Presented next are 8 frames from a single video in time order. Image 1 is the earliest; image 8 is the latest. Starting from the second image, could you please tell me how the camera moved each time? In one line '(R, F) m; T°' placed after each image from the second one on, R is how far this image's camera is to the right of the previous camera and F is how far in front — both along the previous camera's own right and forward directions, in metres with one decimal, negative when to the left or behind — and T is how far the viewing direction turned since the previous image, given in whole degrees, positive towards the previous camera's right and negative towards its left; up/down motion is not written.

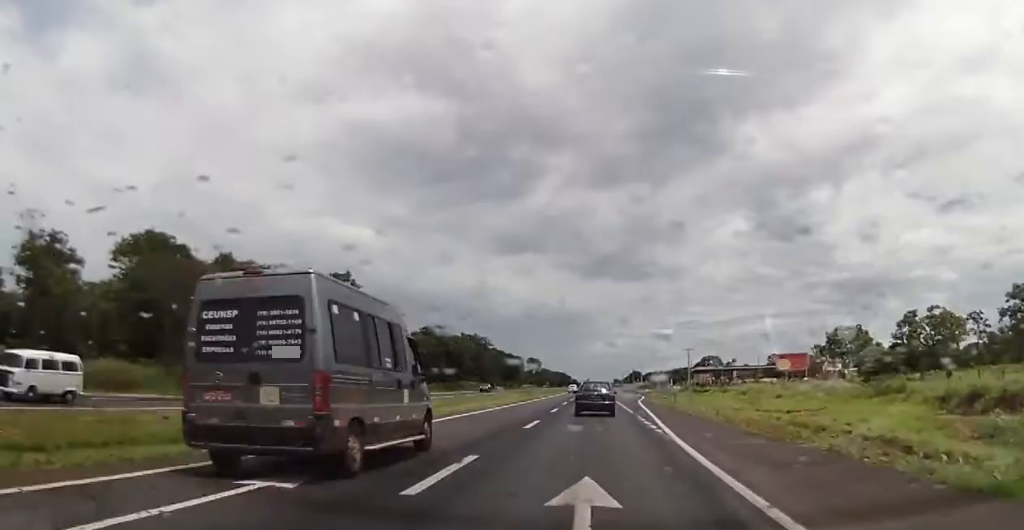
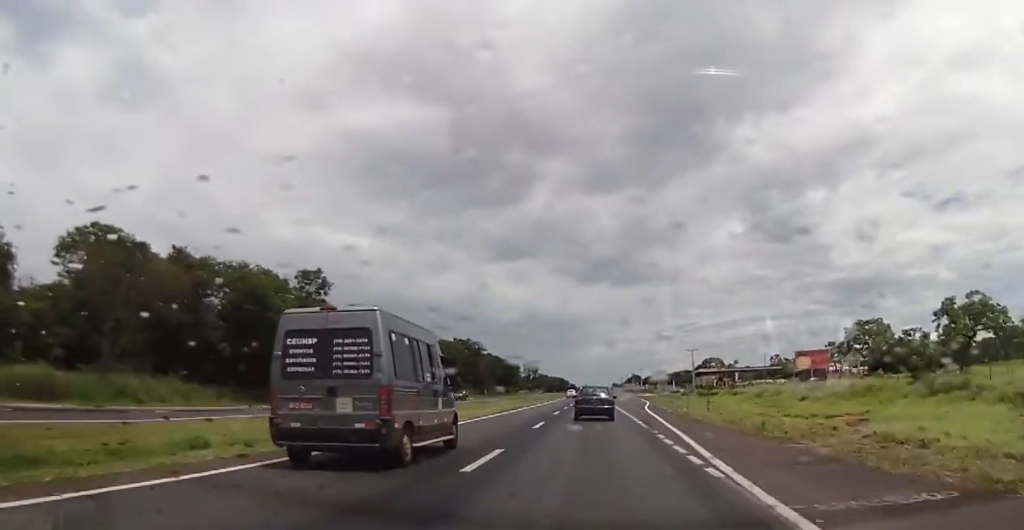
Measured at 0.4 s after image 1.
(-0.1, +9.0) m; 0°
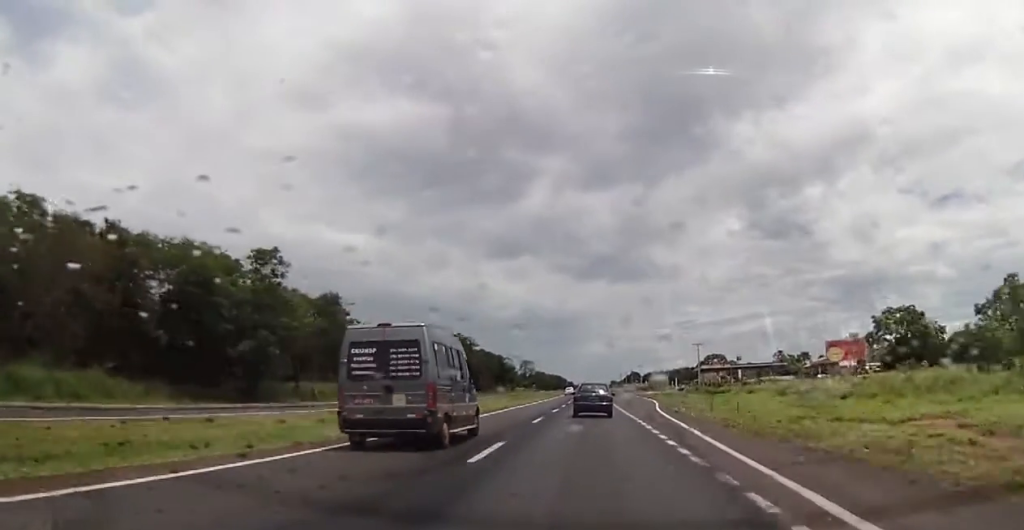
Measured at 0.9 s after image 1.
(0.0, +11.3) m; 0°
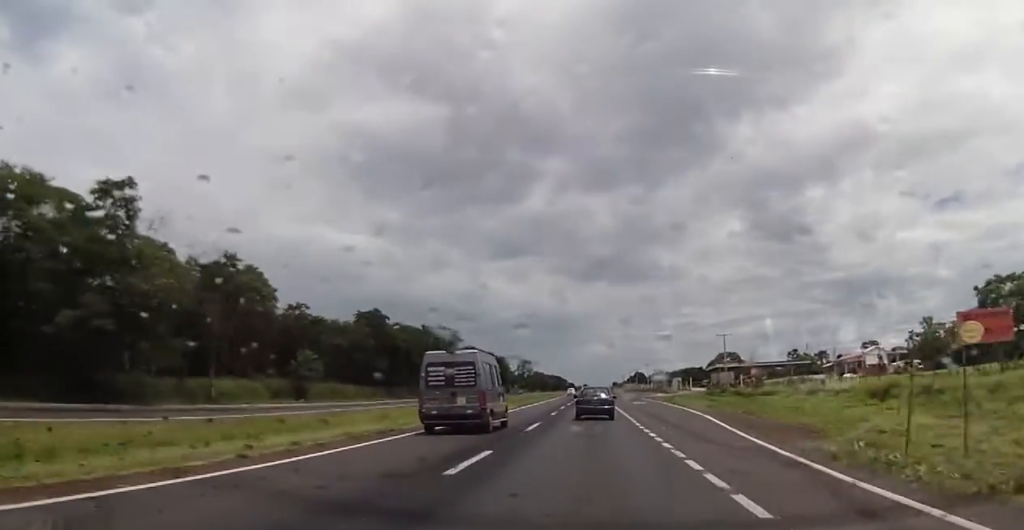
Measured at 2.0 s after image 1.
(0.0, +25.6) m; 0°
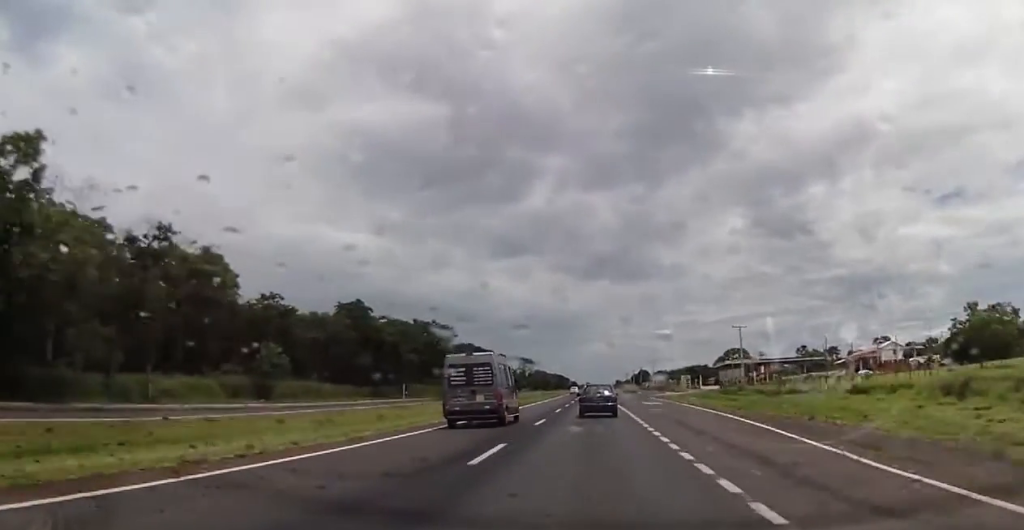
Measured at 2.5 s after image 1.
(0.0, +10.6) m; 0°
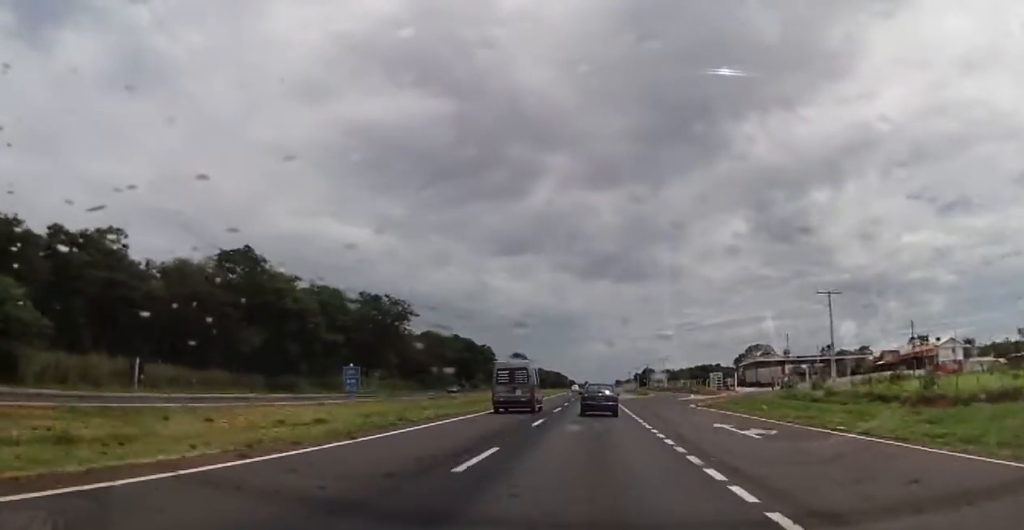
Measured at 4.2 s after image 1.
(0.0, +38.1) m; 0°
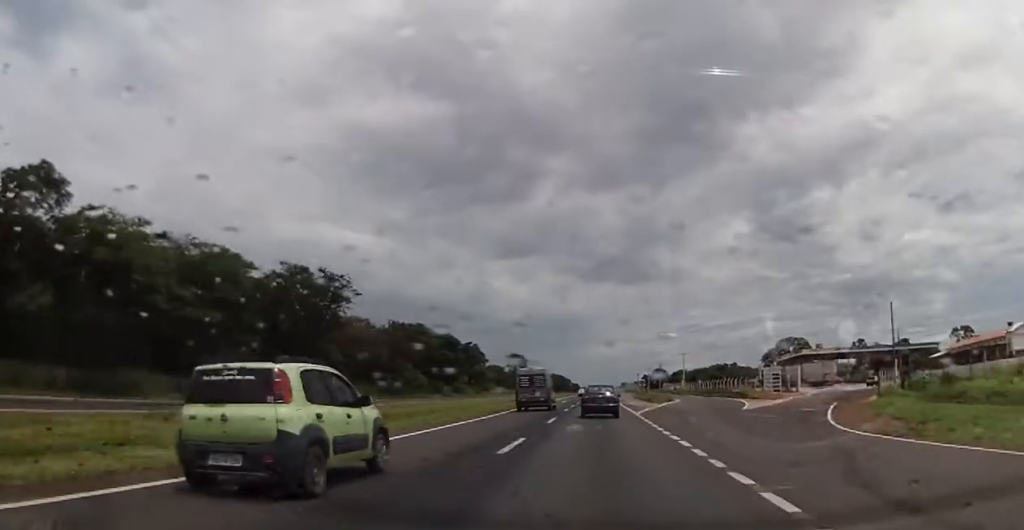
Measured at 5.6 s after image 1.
(0.0, +33.0) m; 0°
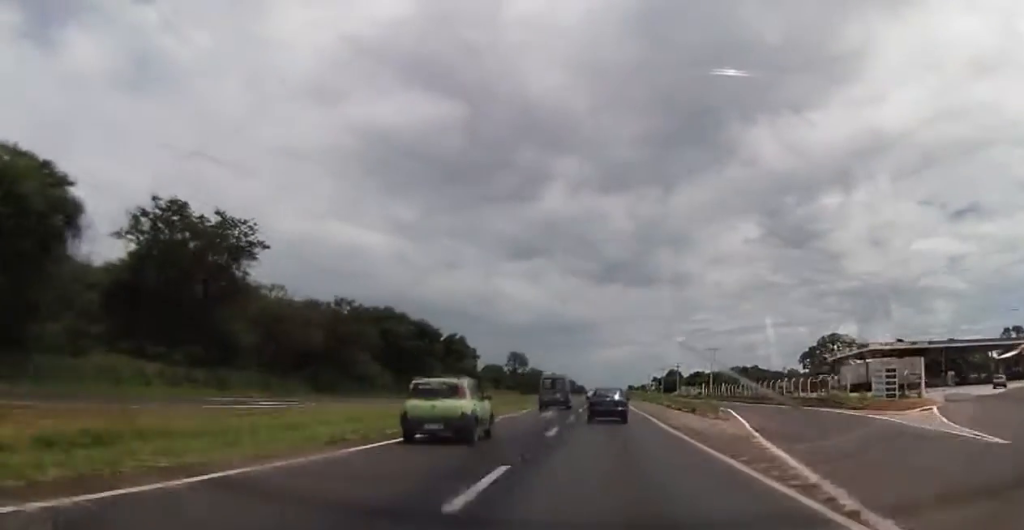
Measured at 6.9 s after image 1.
(+0.1, +30.3) m; 0°
